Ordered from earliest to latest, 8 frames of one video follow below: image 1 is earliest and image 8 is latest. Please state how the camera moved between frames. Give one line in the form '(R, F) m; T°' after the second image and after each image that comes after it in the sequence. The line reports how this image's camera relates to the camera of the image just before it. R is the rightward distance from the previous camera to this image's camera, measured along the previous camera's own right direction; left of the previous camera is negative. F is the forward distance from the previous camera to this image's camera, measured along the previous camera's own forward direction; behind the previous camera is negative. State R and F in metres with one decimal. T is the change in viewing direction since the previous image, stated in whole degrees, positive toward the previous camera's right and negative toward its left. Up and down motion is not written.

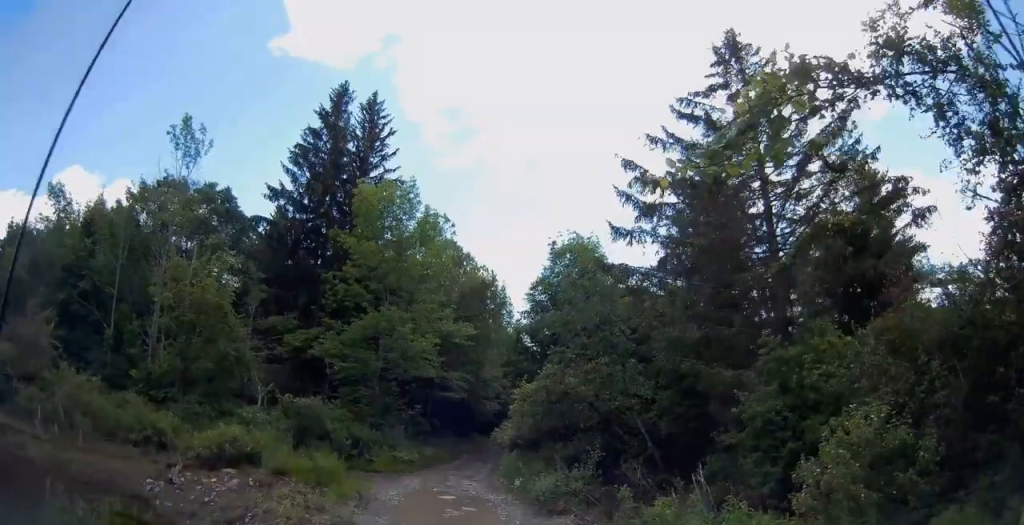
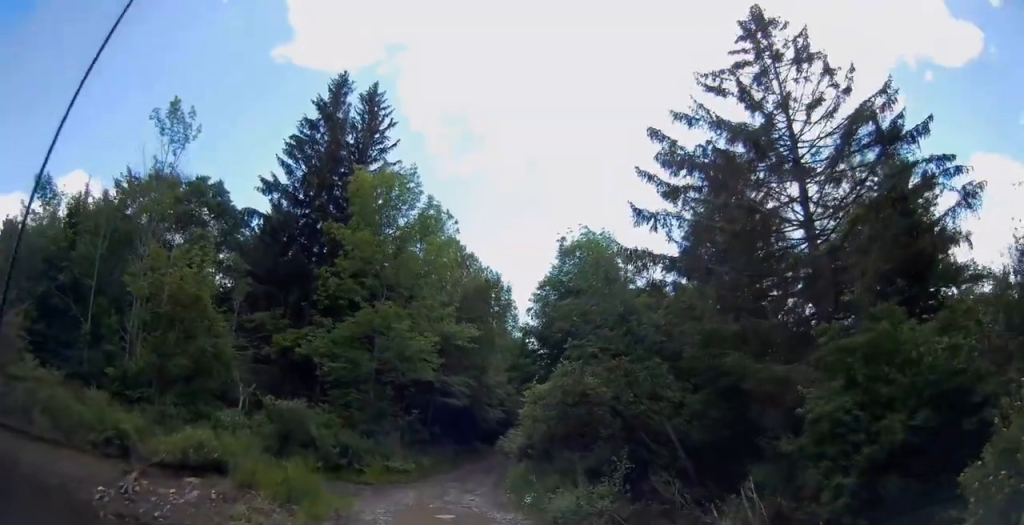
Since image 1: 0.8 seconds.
(+0.1, +2.7) m; 0°
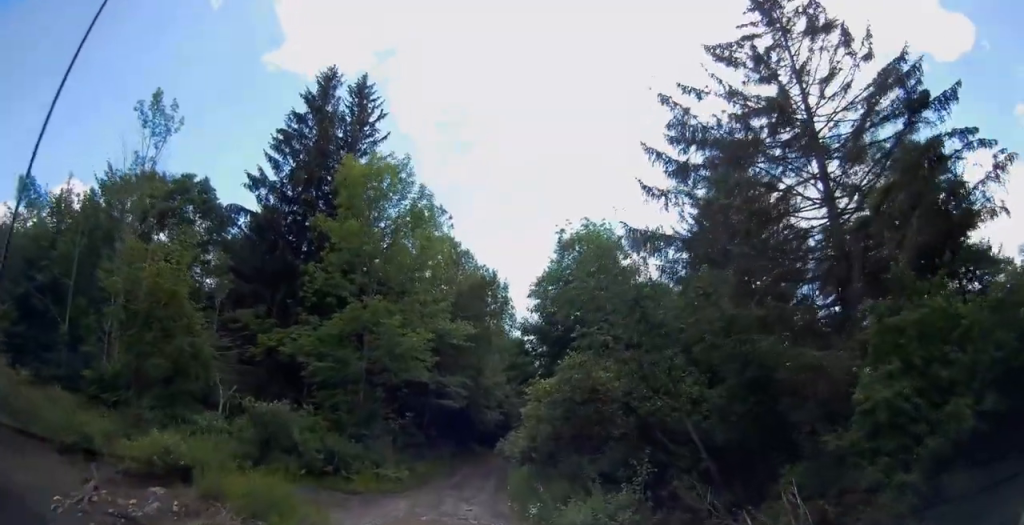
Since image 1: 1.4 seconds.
(+0.2, +1.9) m; -1°
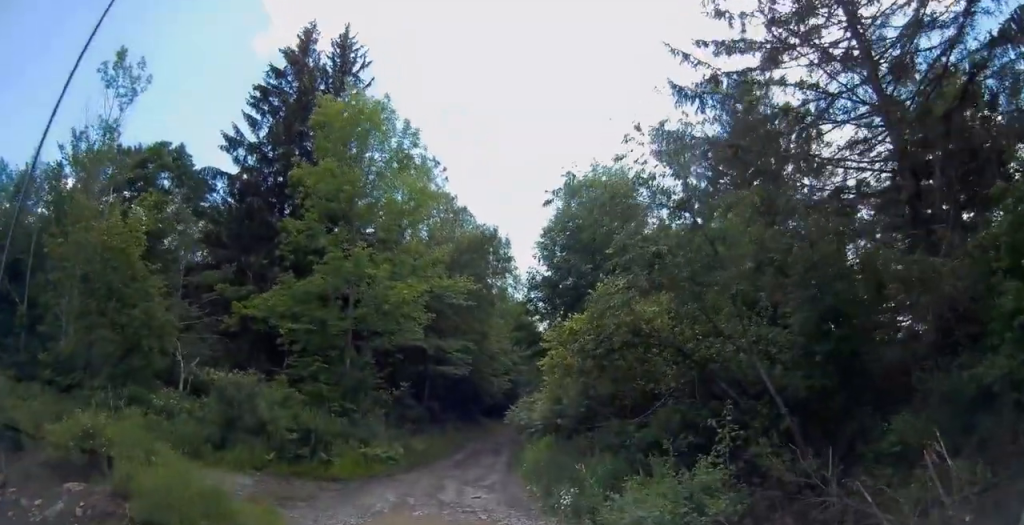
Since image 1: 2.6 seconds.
(-0.3, +4.0) m; +1°
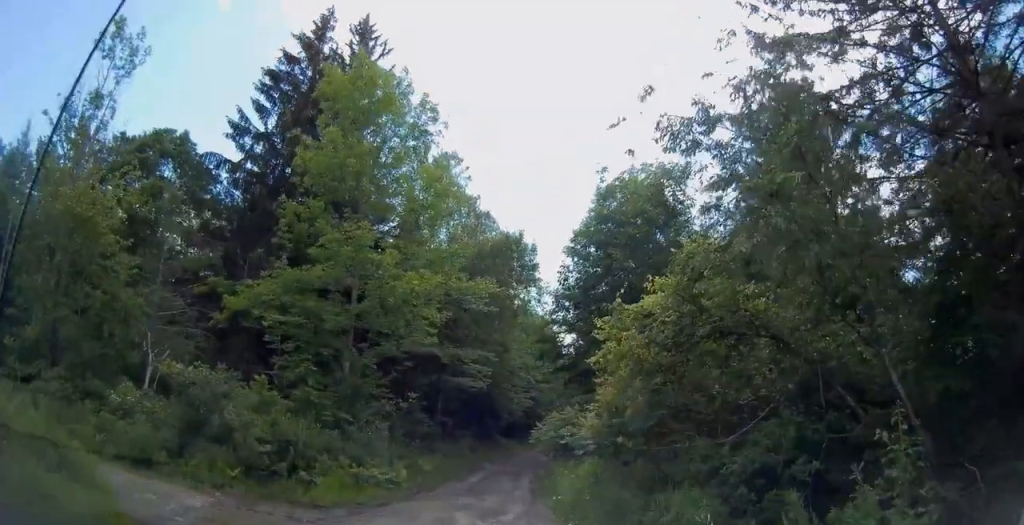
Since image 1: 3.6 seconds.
(+0.2, +3.3) m; -2°
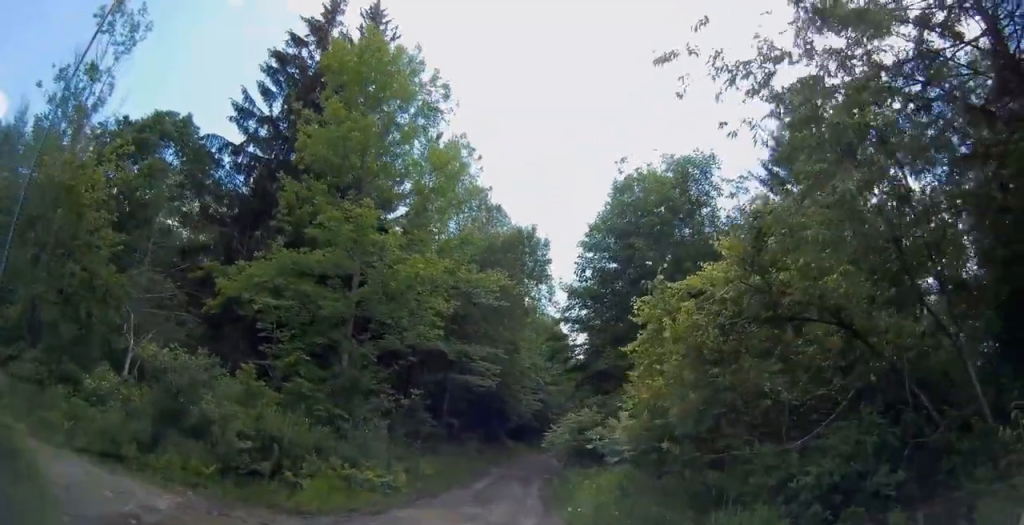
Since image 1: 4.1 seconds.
(-0.2, +1.4) m; -3°
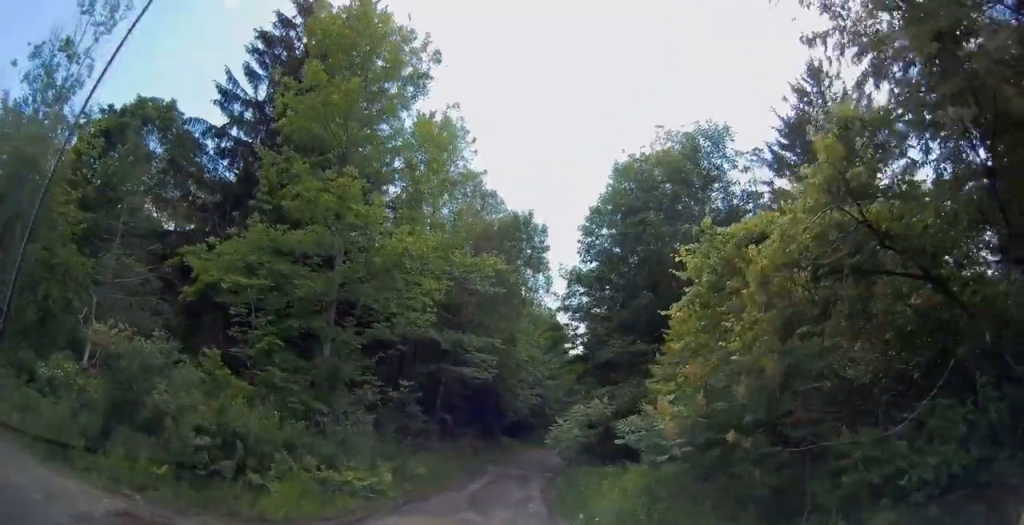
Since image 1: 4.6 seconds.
(-0.1, +1.8) m; -2°
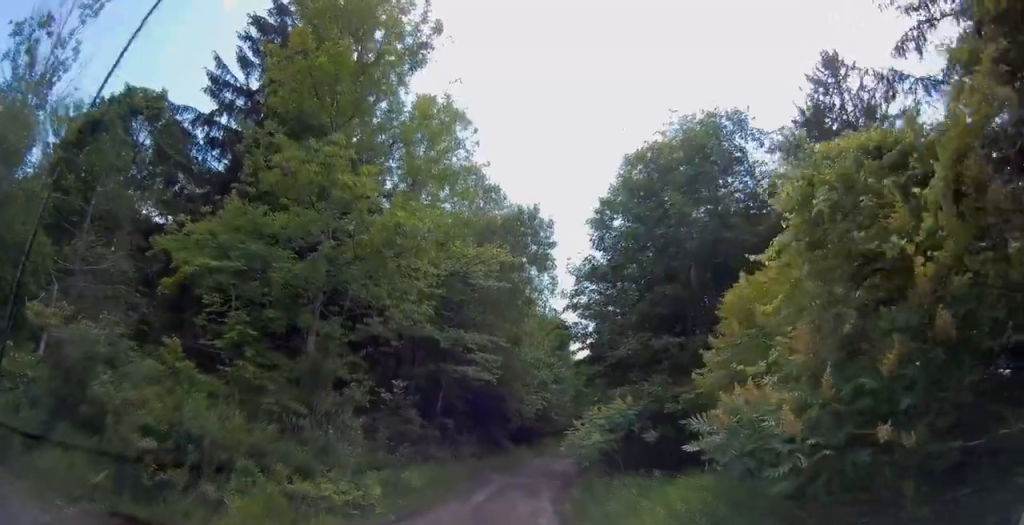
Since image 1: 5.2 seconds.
(+0.1, +2.0) m; 0°
